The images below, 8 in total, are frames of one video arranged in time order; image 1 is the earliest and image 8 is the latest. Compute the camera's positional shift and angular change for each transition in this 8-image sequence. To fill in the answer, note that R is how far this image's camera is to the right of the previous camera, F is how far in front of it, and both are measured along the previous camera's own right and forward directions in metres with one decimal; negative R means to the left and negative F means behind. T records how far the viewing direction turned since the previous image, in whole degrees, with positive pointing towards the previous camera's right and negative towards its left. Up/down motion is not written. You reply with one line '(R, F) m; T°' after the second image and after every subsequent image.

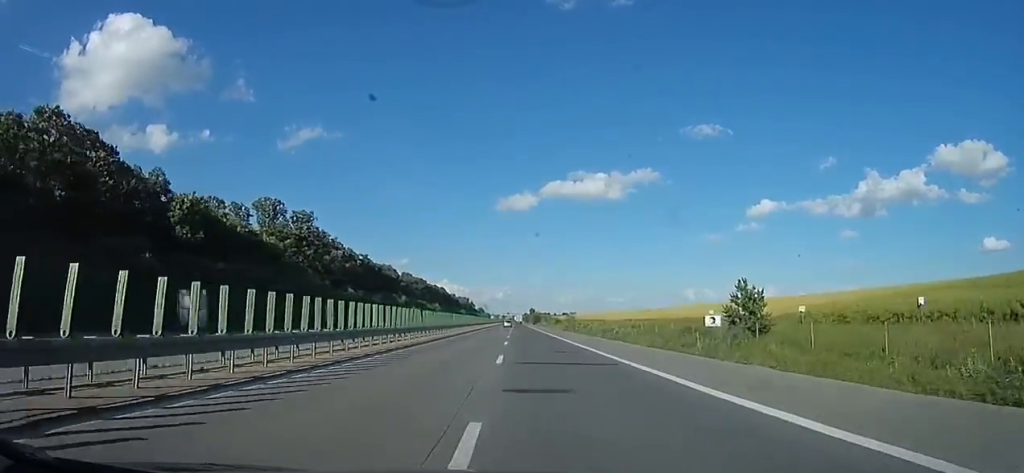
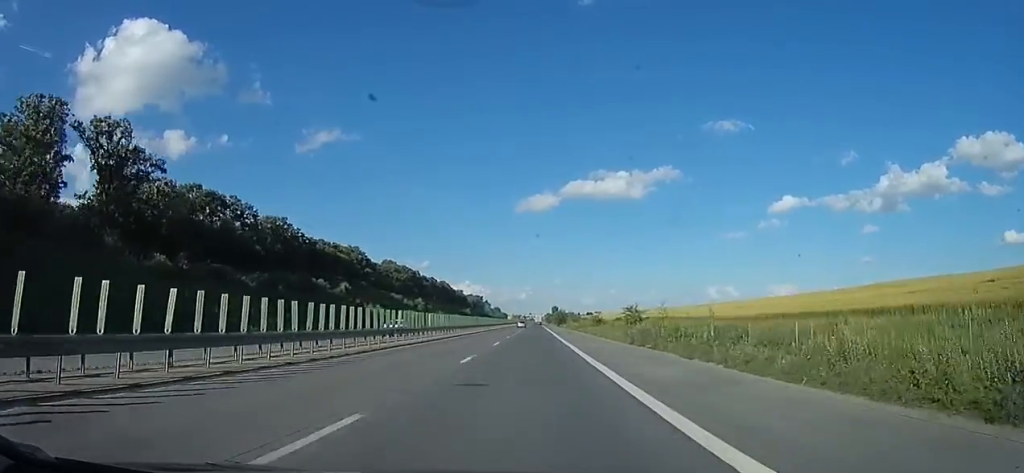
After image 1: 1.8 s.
(-1.5, +59.1) m; -3°
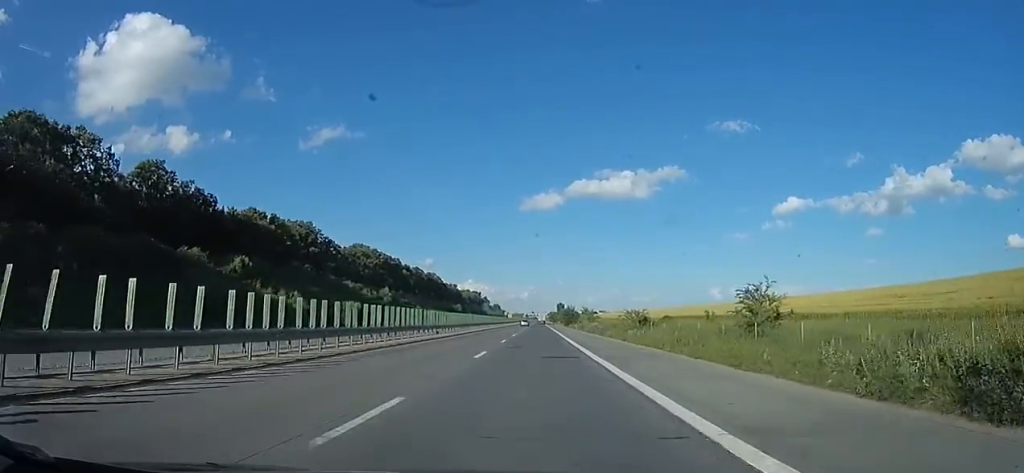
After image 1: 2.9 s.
(+0.3, +34.6) m; 0°
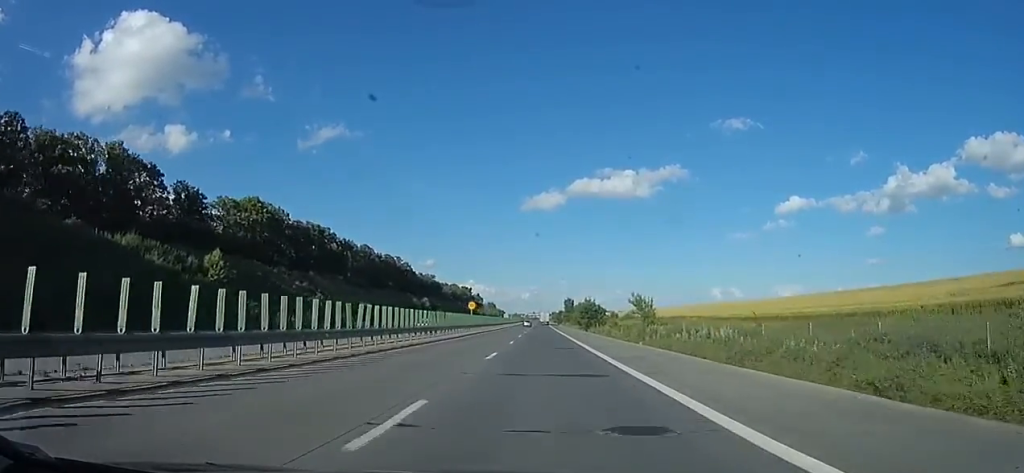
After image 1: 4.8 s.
(-0.7, +59.6) m; -1°
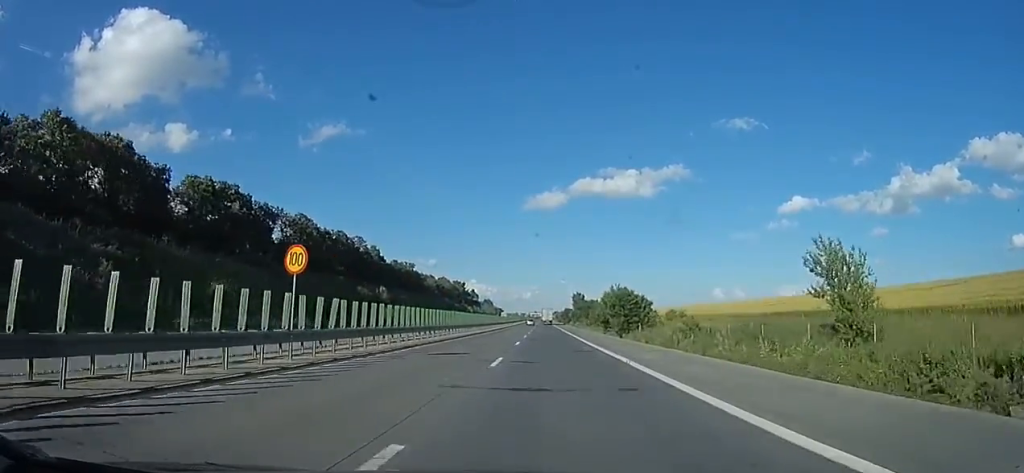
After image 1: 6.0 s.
(+0.2, +38.4) m; +1°
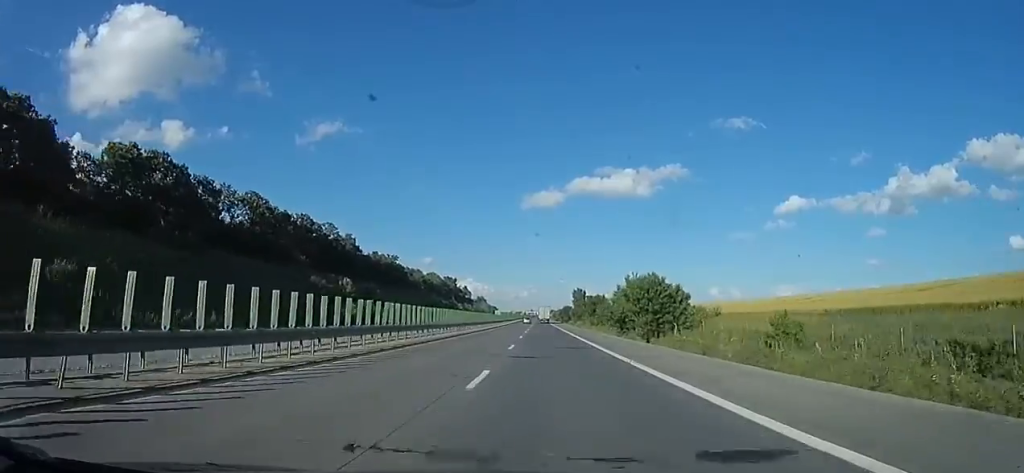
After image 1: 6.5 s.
(+0.2, +16.6) m; 0°
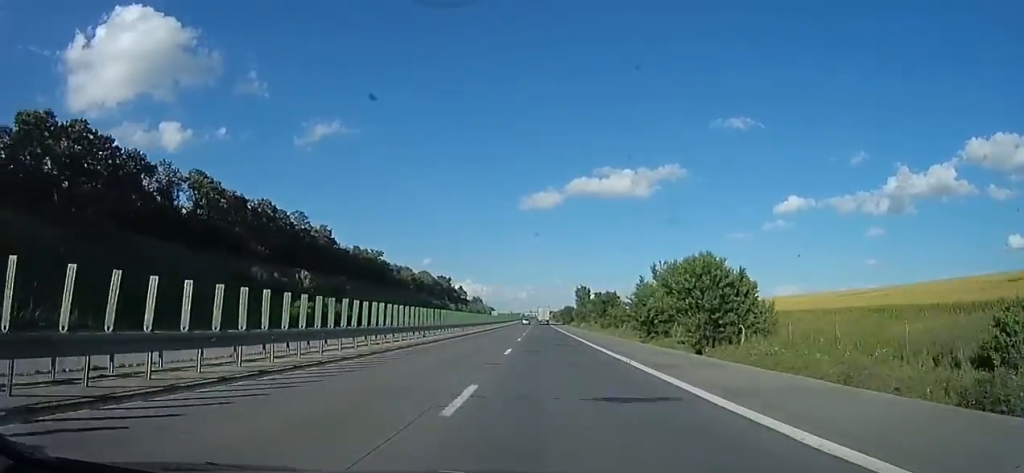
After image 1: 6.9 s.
(-0.1, +14.4) m; 0°
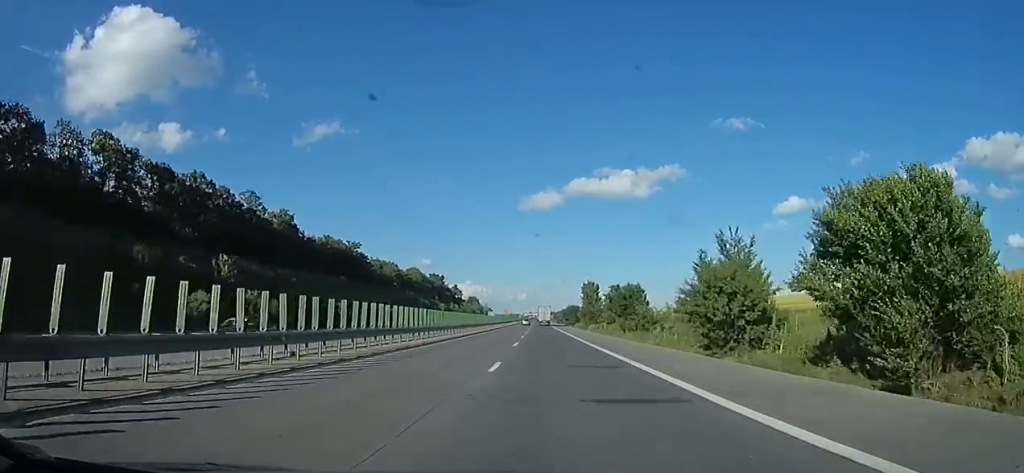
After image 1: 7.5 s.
(-0.1, +18.1) m; 0°
